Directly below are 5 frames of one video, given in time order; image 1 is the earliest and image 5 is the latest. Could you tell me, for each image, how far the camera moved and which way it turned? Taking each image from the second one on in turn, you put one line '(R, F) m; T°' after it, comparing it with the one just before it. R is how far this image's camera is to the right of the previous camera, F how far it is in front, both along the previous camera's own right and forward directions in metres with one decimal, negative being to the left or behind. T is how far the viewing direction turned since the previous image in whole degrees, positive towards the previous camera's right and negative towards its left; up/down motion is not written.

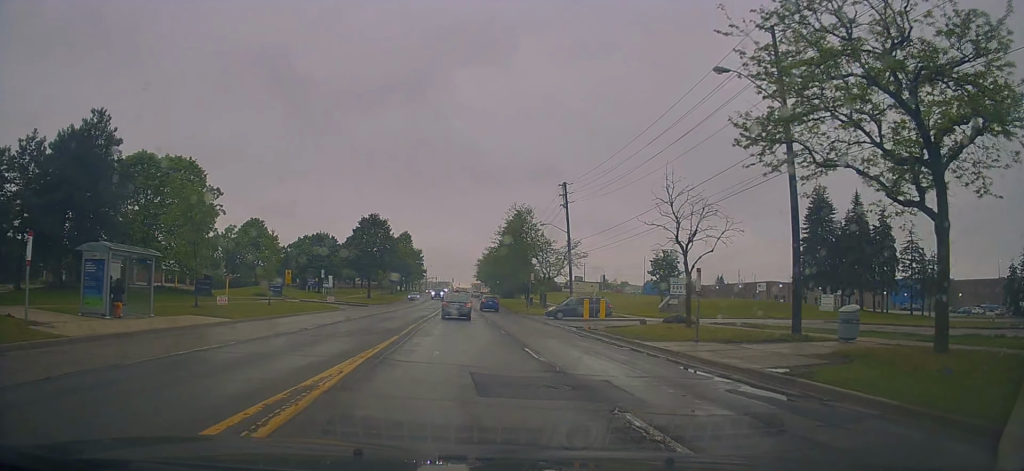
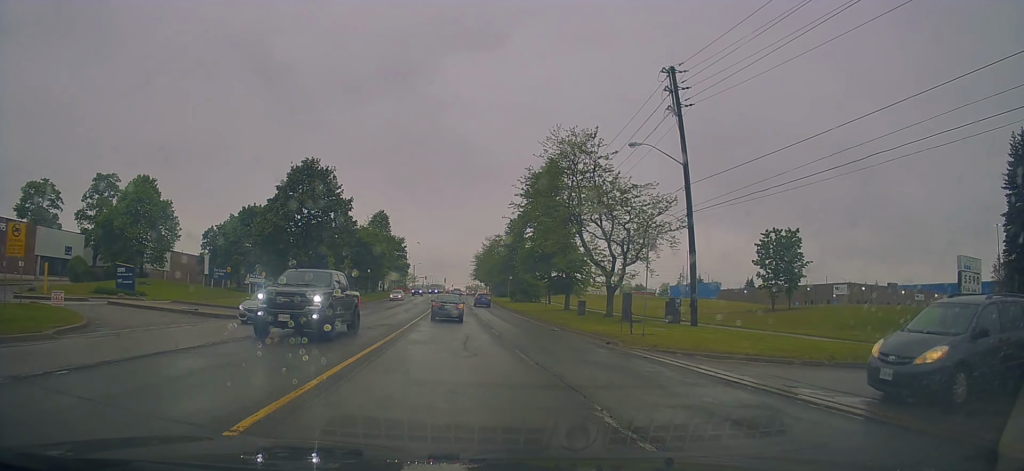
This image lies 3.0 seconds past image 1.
(+0.6, +35.5) m; +1°
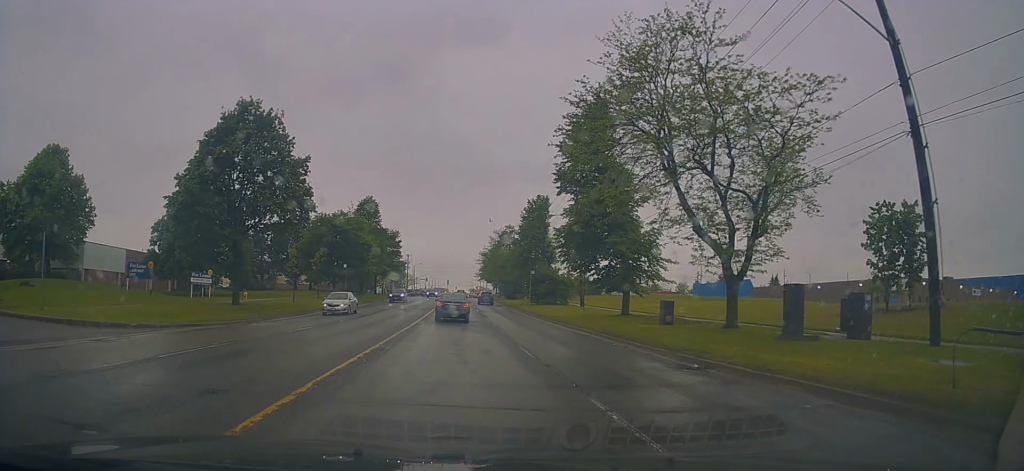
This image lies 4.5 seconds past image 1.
(+1.2, +17.6) m; +1°
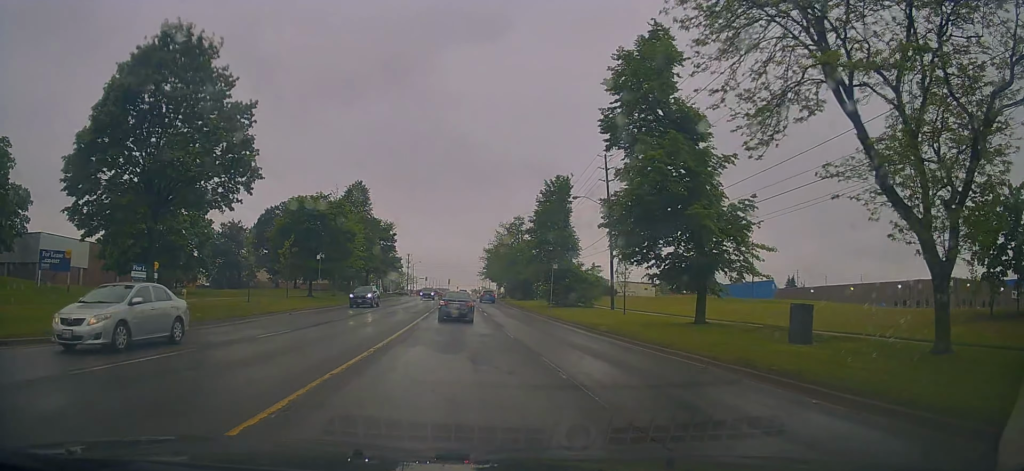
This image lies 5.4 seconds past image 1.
(-1.2, +10.8) m; -4°
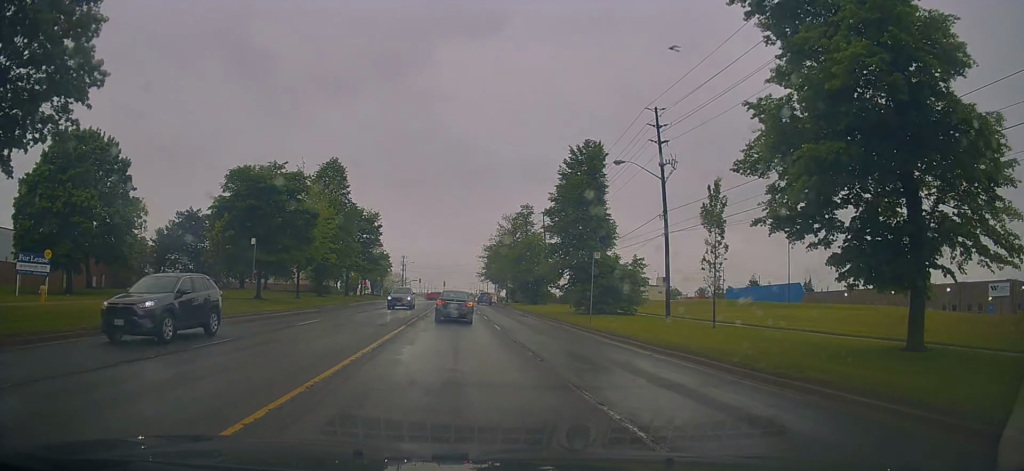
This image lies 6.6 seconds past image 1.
(+0.6, +13.5) m; +5°
